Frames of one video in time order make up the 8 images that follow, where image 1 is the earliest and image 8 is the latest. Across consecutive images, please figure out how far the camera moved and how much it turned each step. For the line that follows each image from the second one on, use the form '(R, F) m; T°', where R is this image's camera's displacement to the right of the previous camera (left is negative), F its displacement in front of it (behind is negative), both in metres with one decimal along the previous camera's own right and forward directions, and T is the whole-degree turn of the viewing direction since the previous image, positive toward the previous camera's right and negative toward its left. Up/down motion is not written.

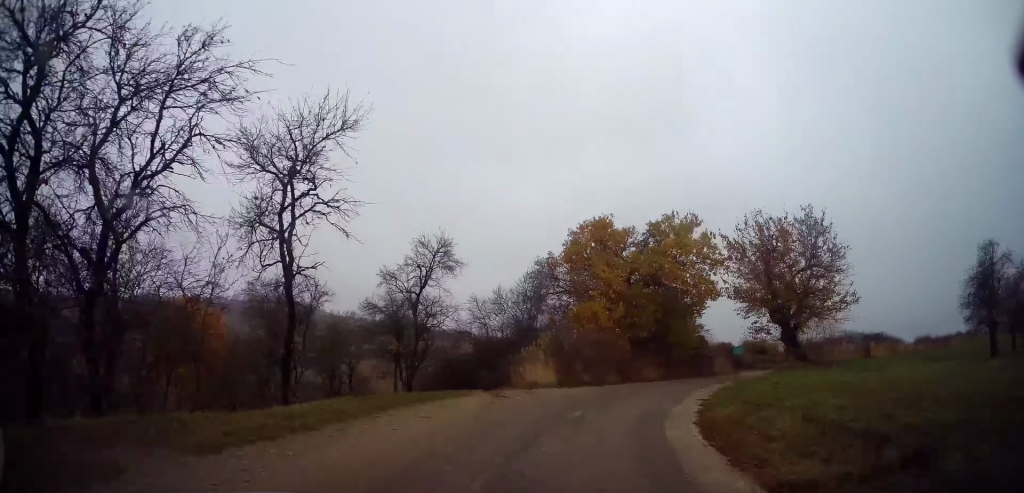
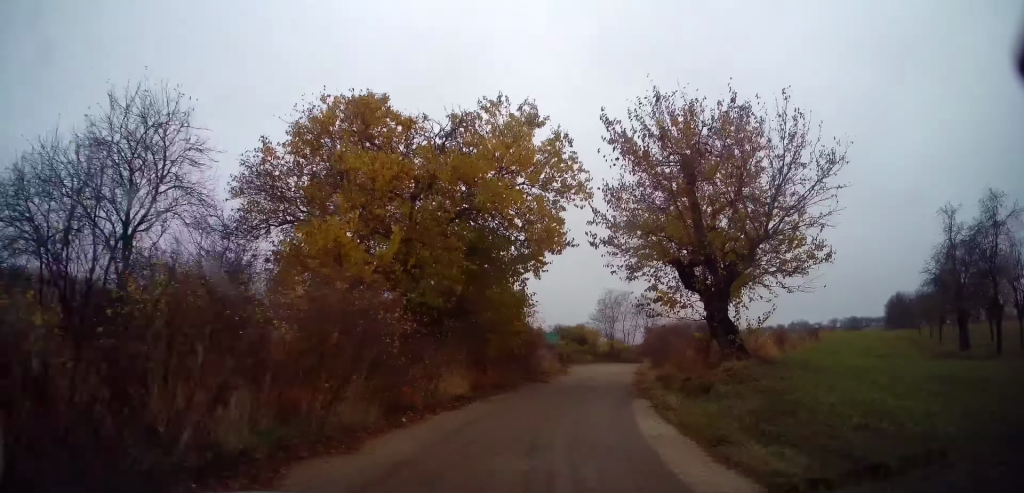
(+2.6, +15.0) m; +18°
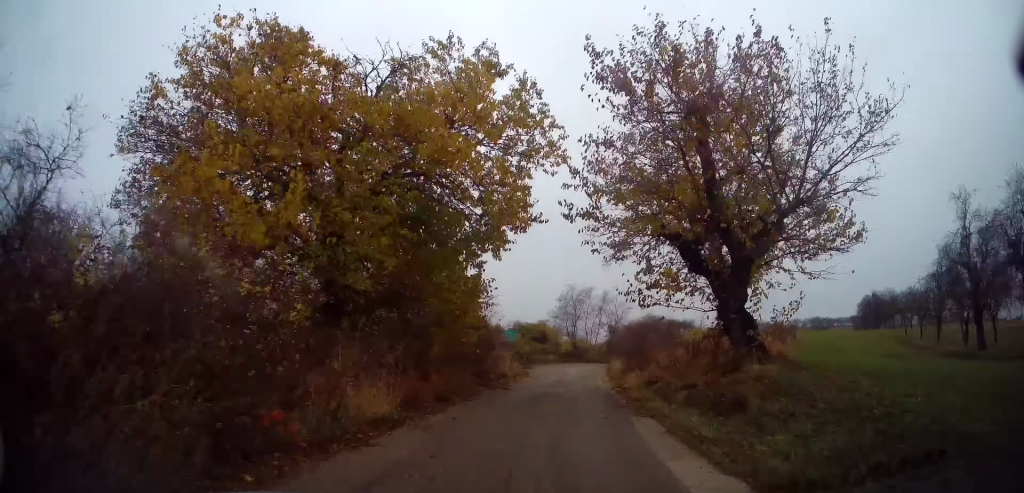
(-0.1, +3.9) m; +5°
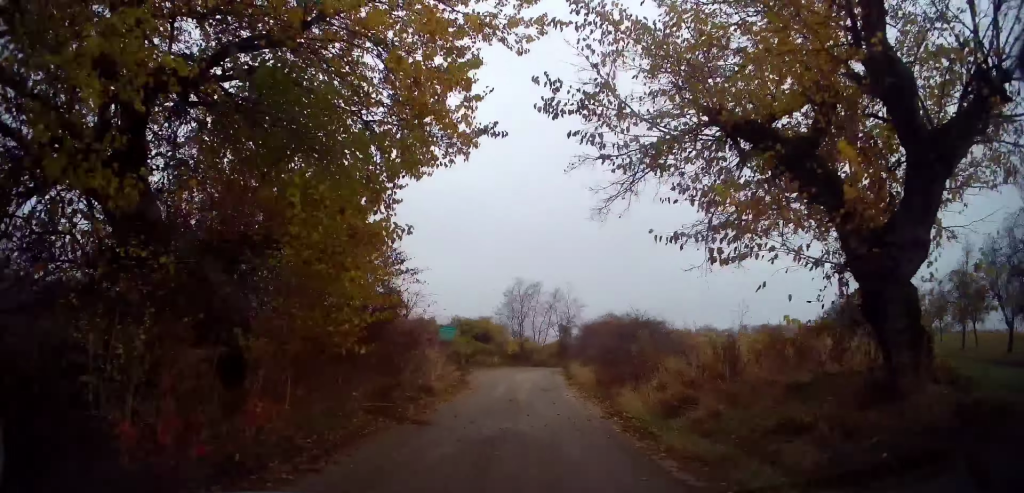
(+0.8, +7.1) m; +7°
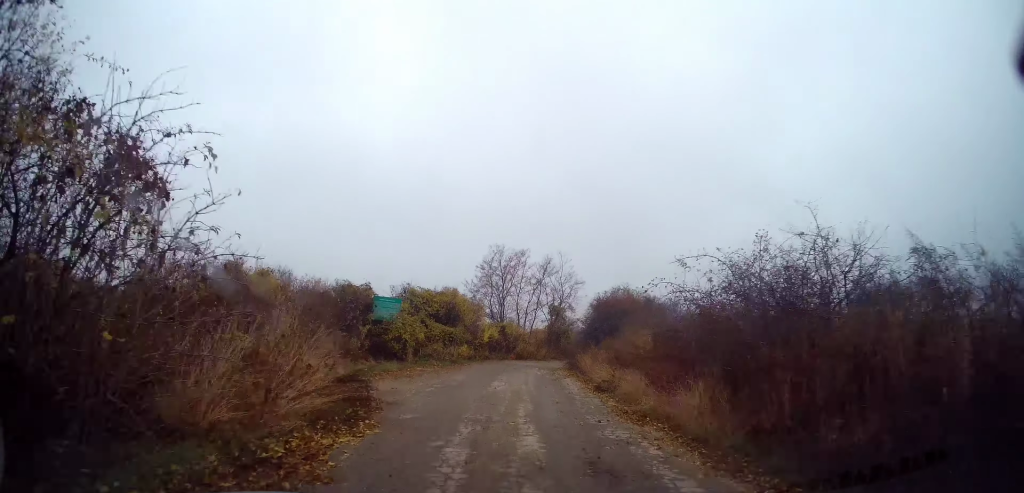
(+1.1, +13.4) m; +6°
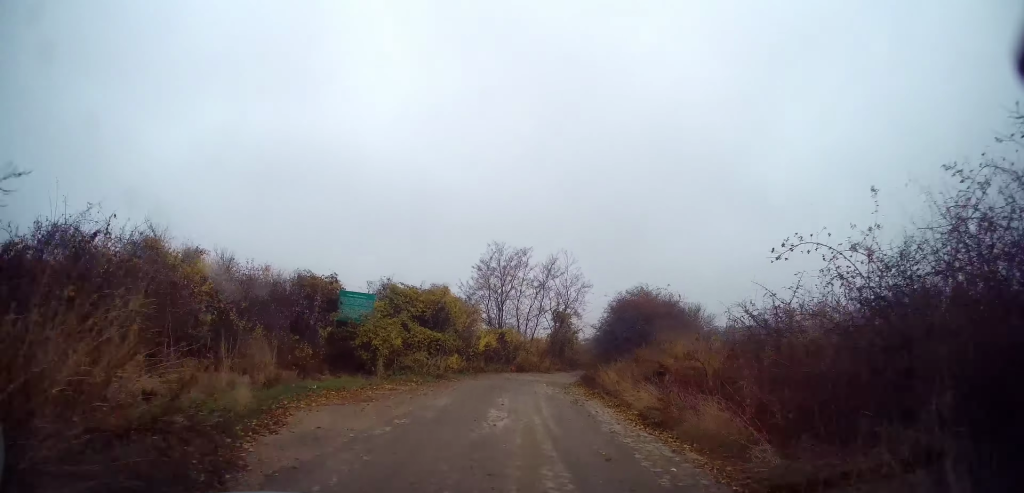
(0.0, +4.8) m; +1°
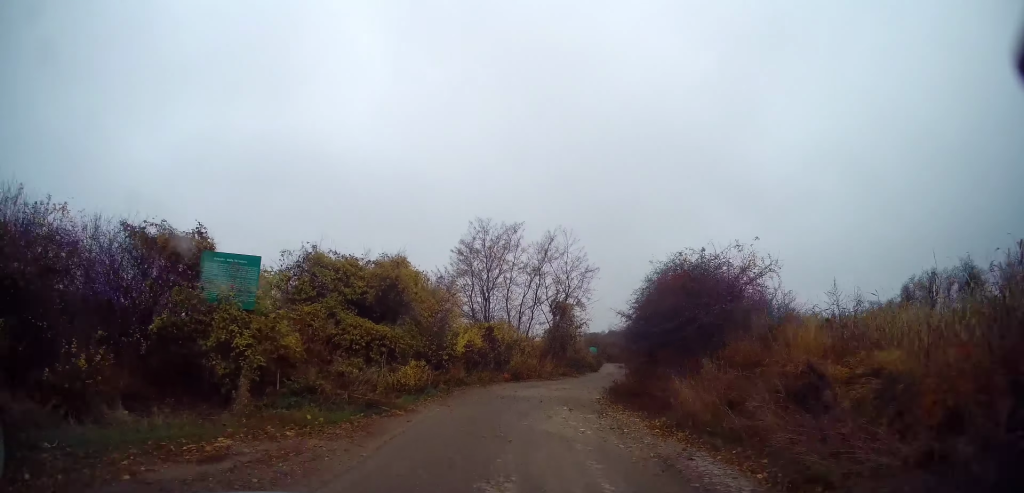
(+0.1, +8.0) m; +1°
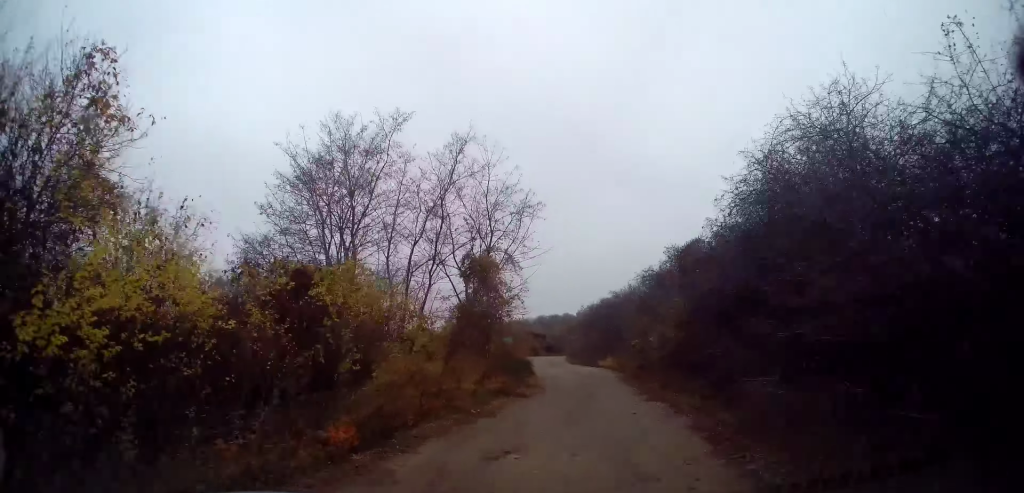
(+0.4, +15.8) m; +7°
